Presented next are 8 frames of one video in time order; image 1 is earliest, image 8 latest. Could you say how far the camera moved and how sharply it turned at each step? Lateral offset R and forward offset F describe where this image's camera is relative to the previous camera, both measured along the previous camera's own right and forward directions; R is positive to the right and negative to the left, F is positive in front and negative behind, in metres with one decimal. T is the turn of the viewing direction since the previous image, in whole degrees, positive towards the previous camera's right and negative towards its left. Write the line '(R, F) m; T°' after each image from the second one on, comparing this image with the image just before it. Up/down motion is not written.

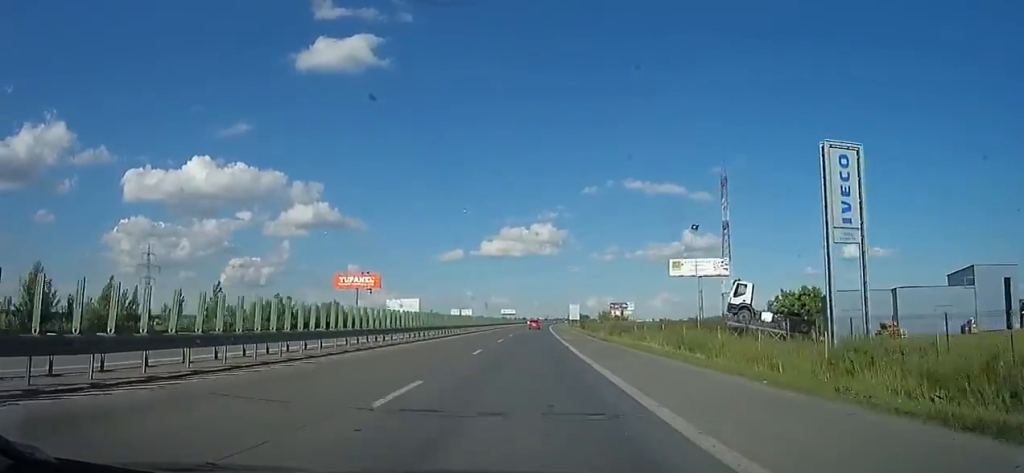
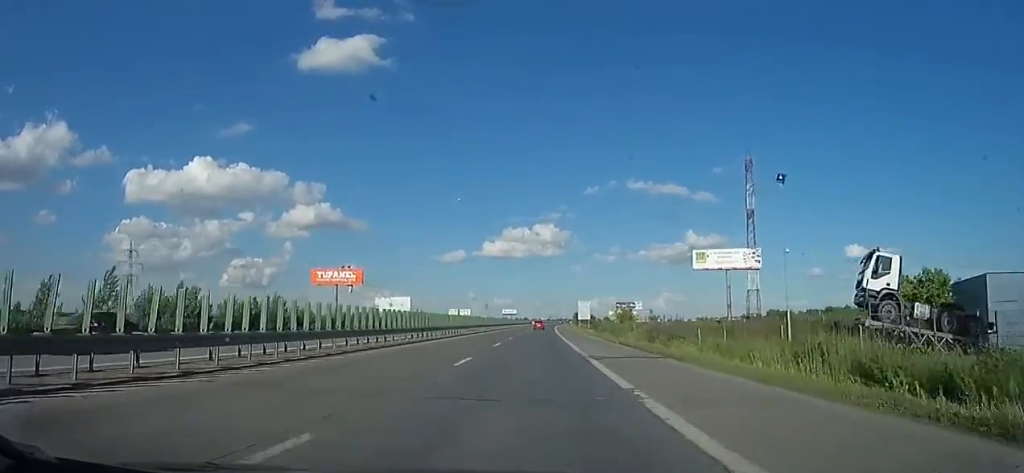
(-0.8, +16.6) m; -2°
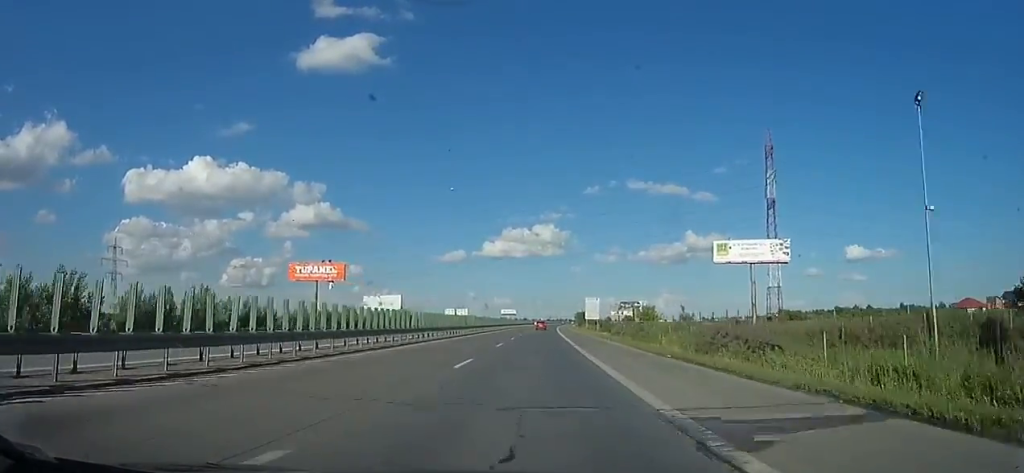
(-0.2, +12.2) m; -1°
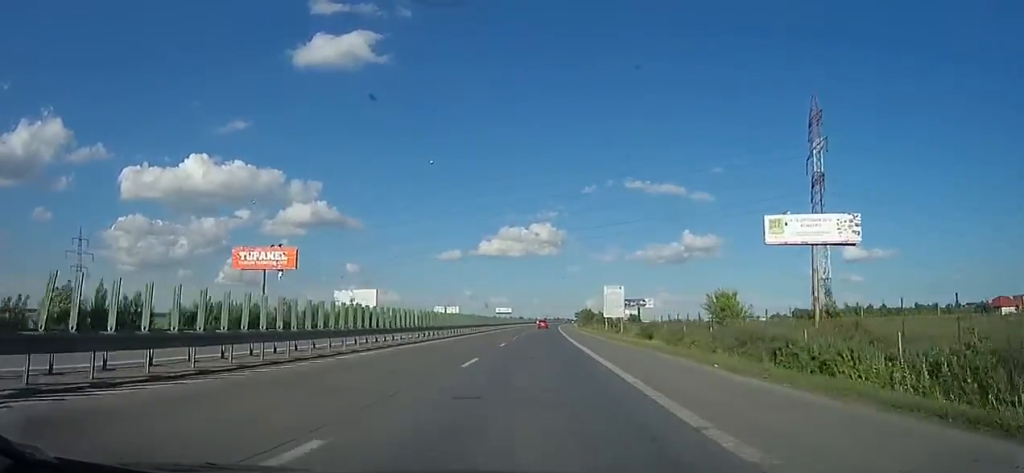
(0.0, +22.8) m; +2°
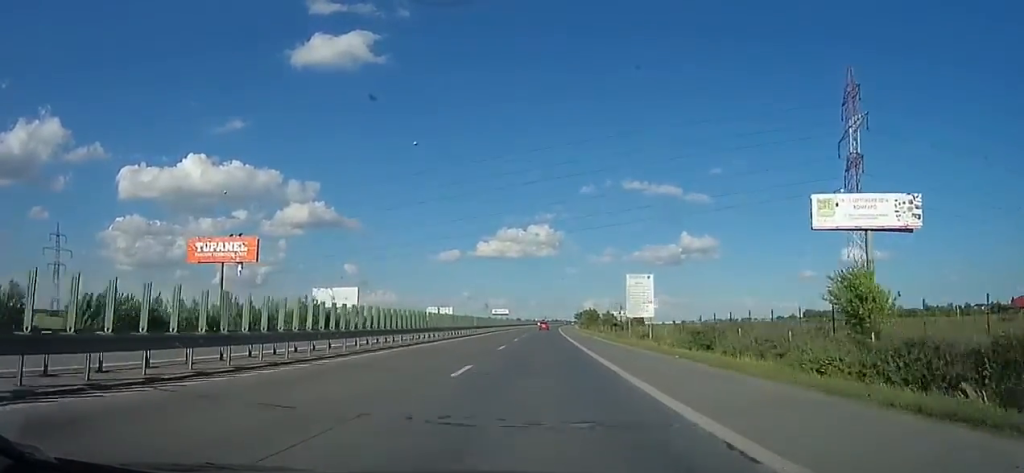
(+0.2, +13.5) m; +1°
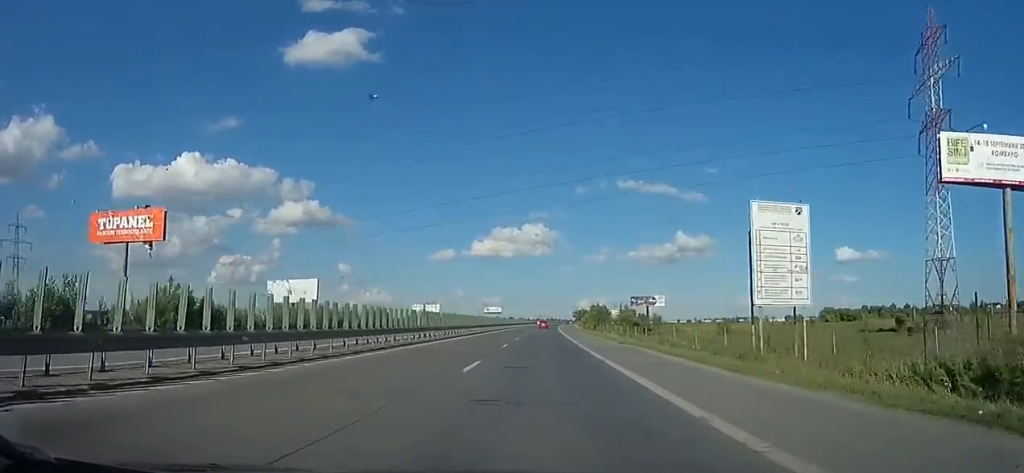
(+1.2, +22.1) m; 0°
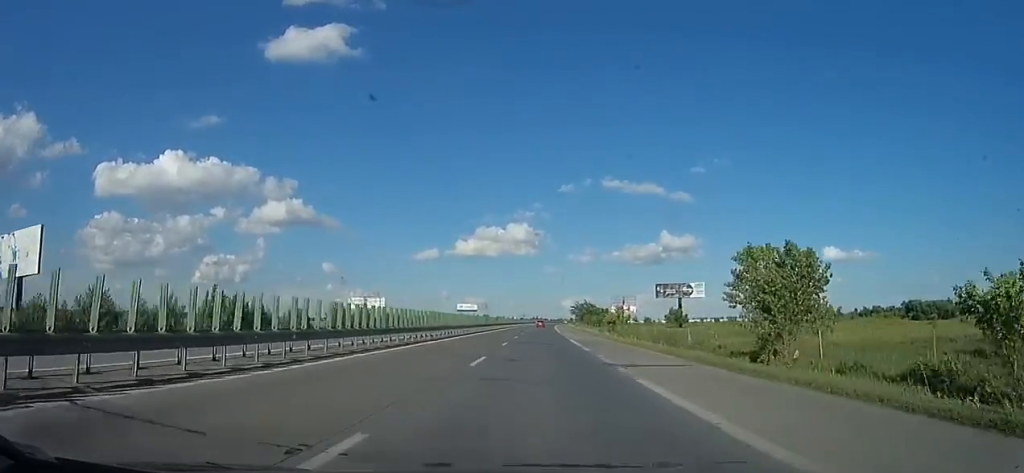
(-0.3, +68.2) m; 0°
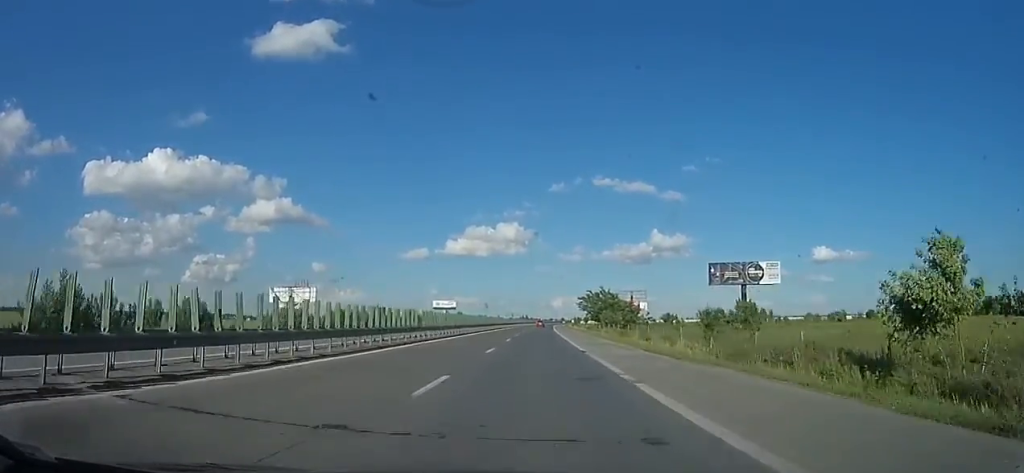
(+0.1, +52.4) m; +3°
